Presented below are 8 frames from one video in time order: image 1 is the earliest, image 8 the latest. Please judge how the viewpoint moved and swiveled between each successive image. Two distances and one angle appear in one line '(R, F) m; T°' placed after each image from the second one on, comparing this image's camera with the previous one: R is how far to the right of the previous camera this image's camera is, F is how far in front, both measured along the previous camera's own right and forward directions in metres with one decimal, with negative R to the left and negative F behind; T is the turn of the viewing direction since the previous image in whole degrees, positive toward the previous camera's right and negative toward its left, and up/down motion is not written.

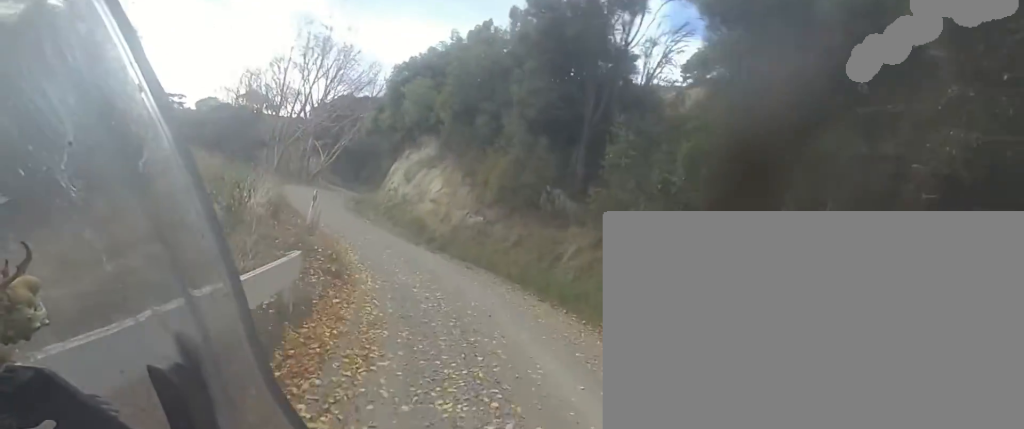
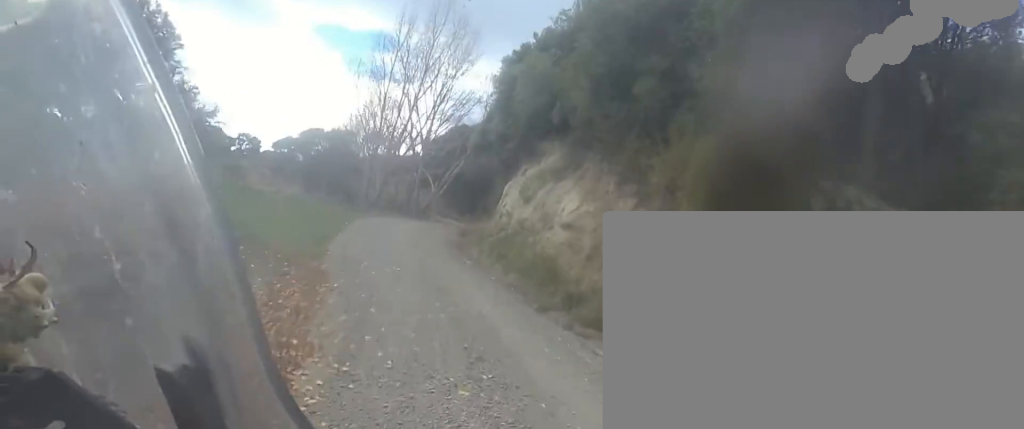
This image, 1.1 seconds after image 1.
(-0.6, +9.2) m; -12°
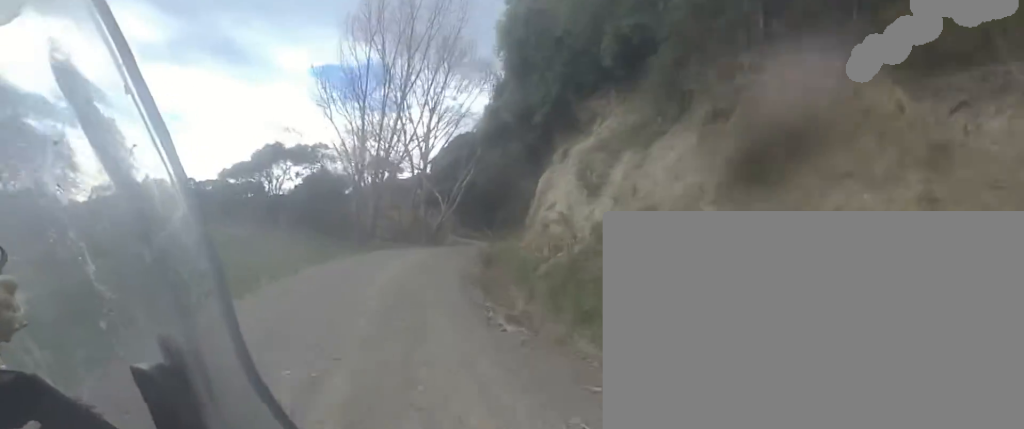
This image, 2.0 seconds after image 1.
(-1.1, +8.5) m; -3°
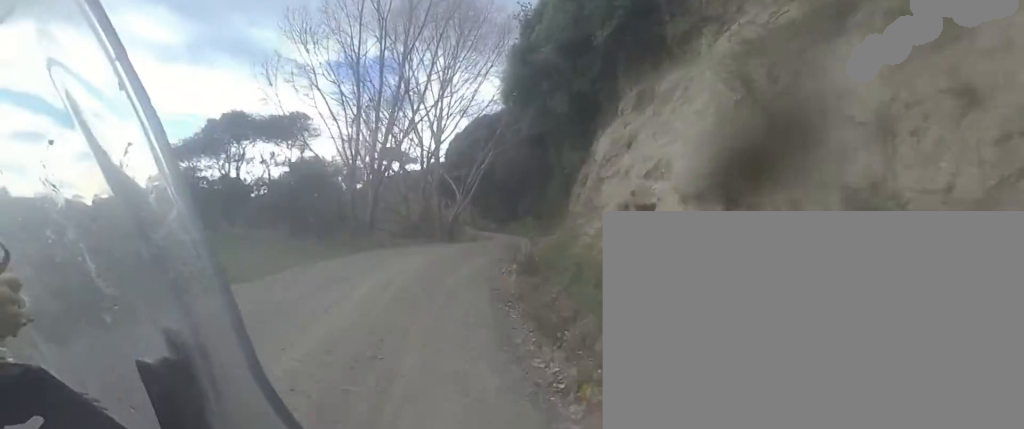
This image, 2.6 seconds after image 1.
(+0.2, +6.2) m; +1°
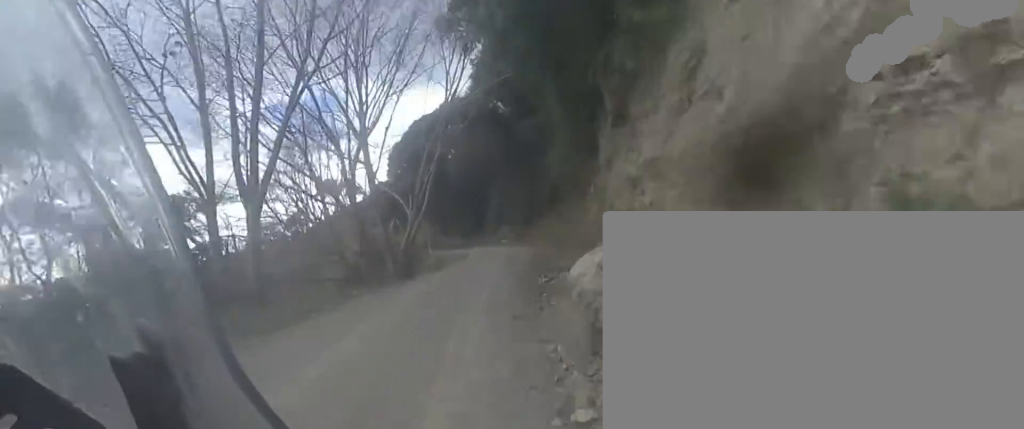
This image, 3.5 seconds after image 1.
(+0.3, +9.6) m; +2°
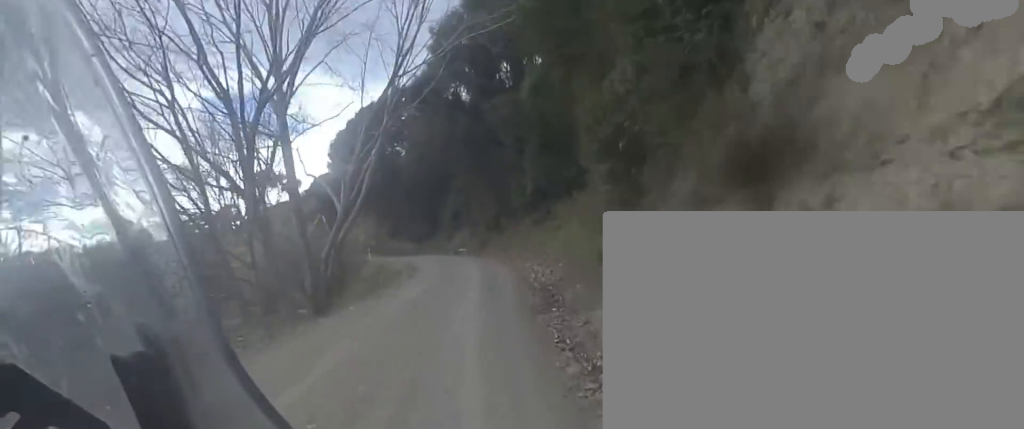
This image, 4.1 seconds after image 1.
(0.0, +6.7) m; 0°
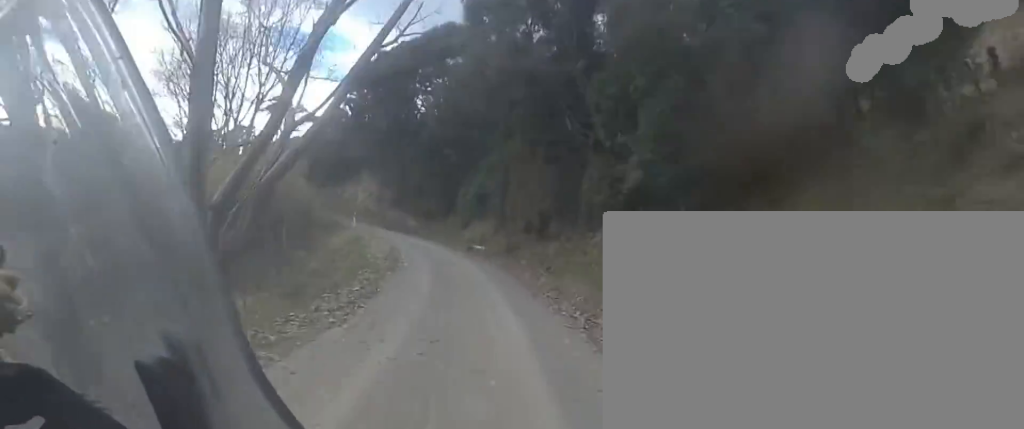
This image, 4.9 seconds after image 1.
(0.0, +10.1) m; 0°
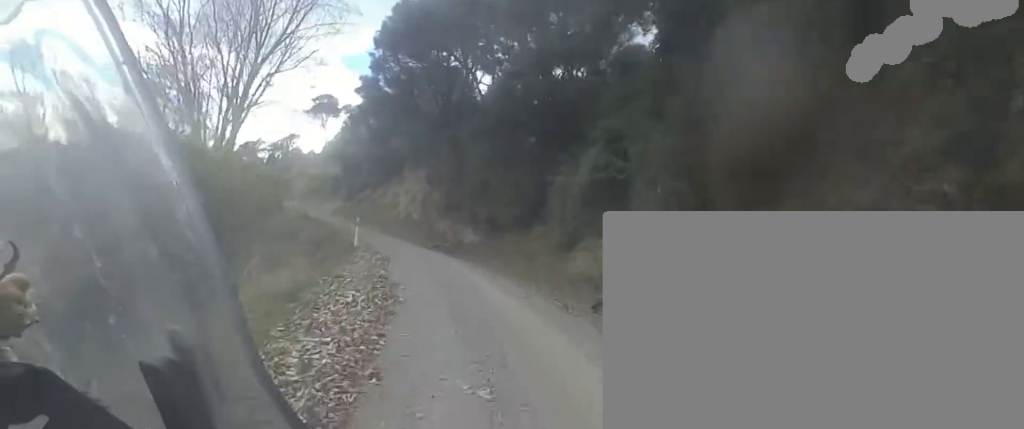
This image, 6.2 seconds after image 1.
(-0.6, +14.2) m; -12°
